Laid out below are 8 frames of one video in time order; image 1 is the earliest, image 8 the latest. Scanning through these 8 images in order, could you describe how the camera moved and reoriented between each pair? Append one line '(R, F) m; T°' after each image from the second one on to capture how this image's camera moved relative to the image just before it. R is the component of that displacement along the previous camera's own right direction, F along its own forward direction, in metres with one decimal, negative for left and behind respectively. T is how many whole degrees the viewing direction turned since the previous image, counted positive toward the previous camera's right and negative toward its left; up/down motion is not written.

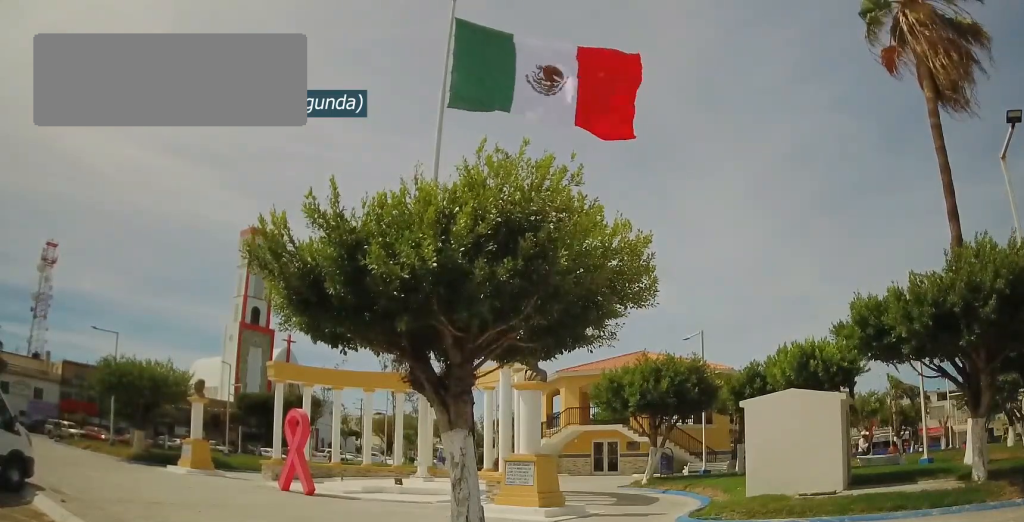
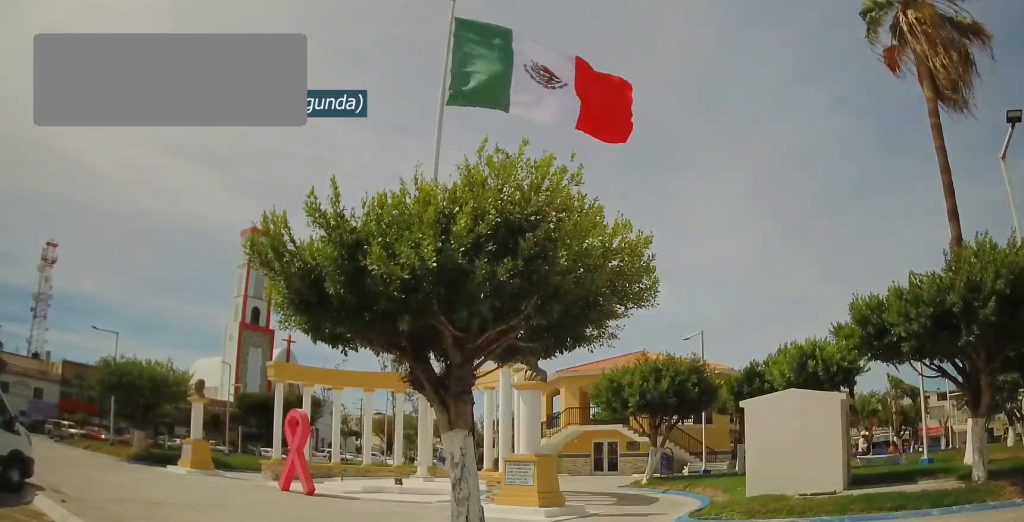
(0.0, 0.0) m; 0°
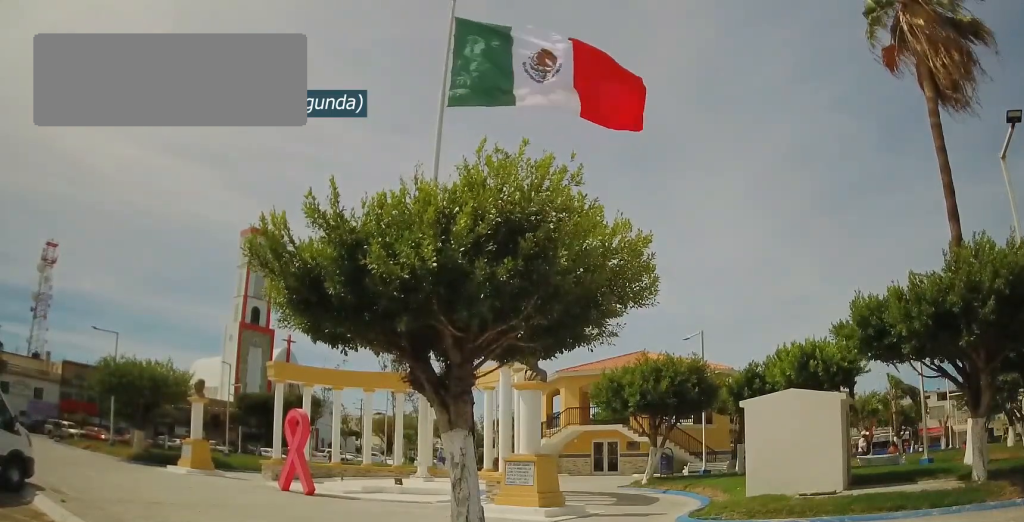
(0.0, 0.0) m; 0°
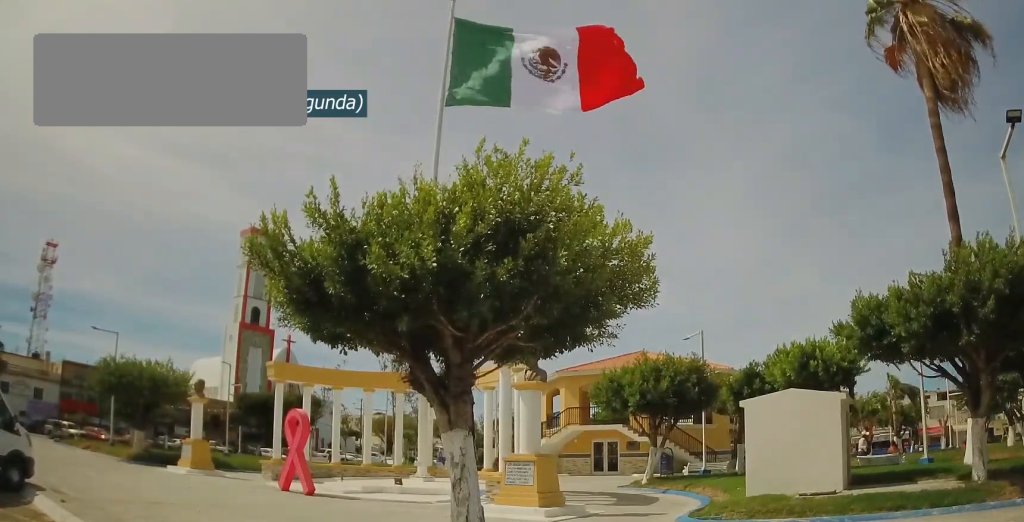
(0.0, 0.0) m; 0°
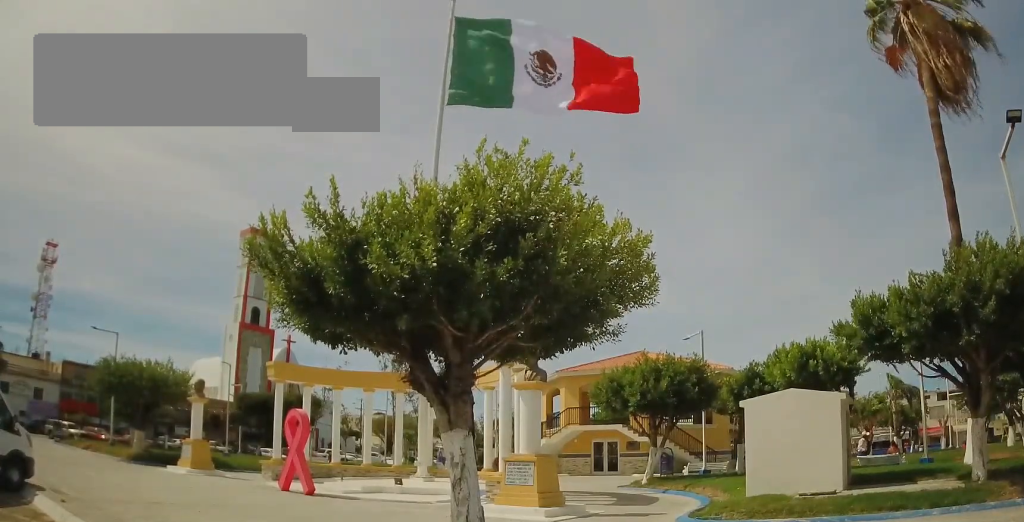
(0.0, 0.0) m; 0°
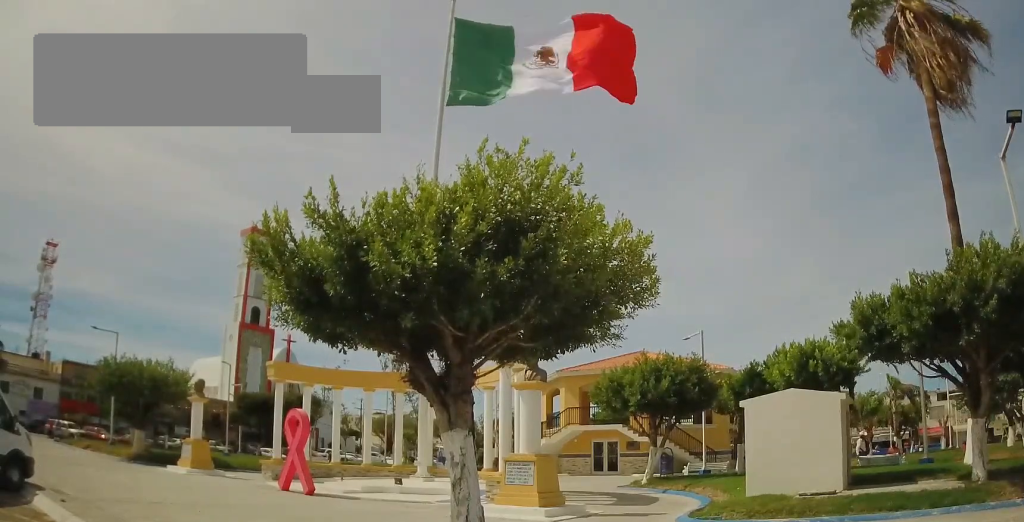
(0.0, 0.0) m; 0°
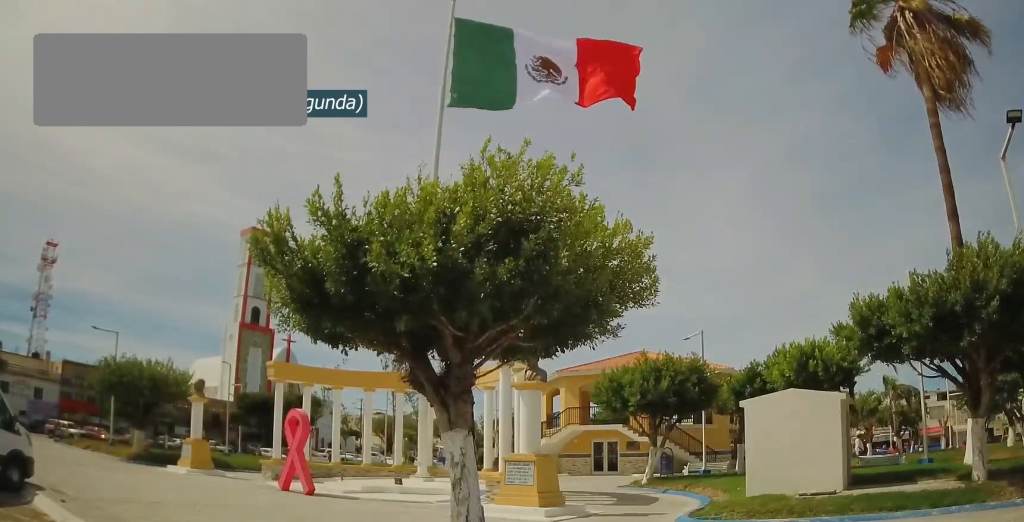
(0.0, 0.0) m; 0°
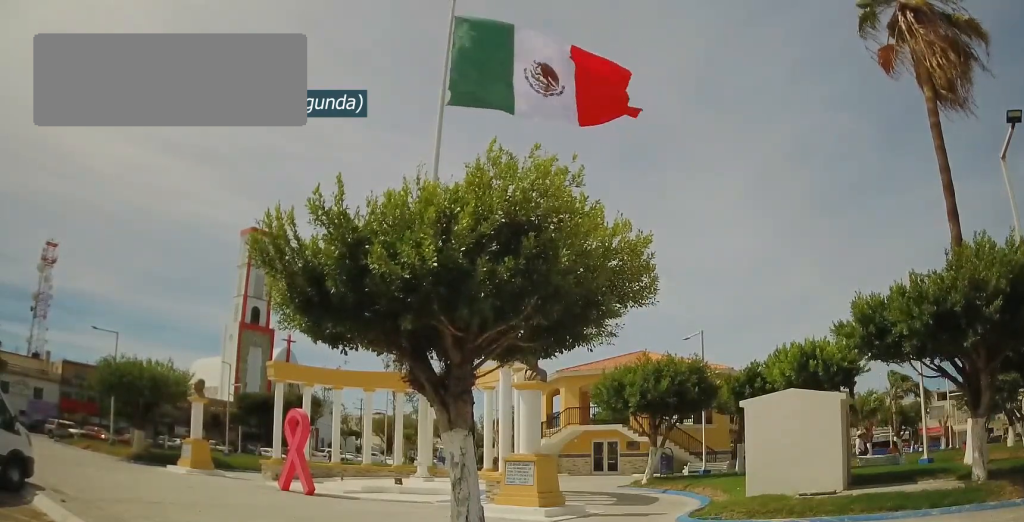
(0.0, 0.0) m; 0°
